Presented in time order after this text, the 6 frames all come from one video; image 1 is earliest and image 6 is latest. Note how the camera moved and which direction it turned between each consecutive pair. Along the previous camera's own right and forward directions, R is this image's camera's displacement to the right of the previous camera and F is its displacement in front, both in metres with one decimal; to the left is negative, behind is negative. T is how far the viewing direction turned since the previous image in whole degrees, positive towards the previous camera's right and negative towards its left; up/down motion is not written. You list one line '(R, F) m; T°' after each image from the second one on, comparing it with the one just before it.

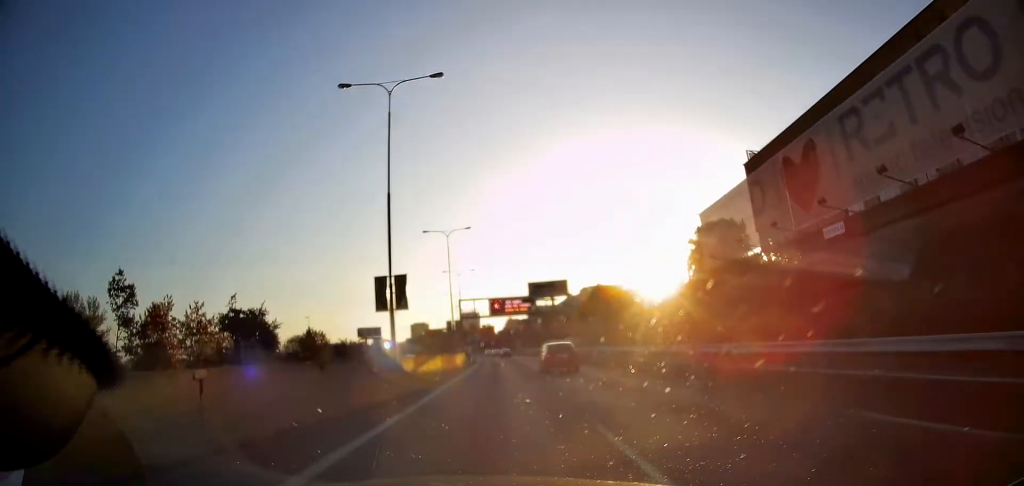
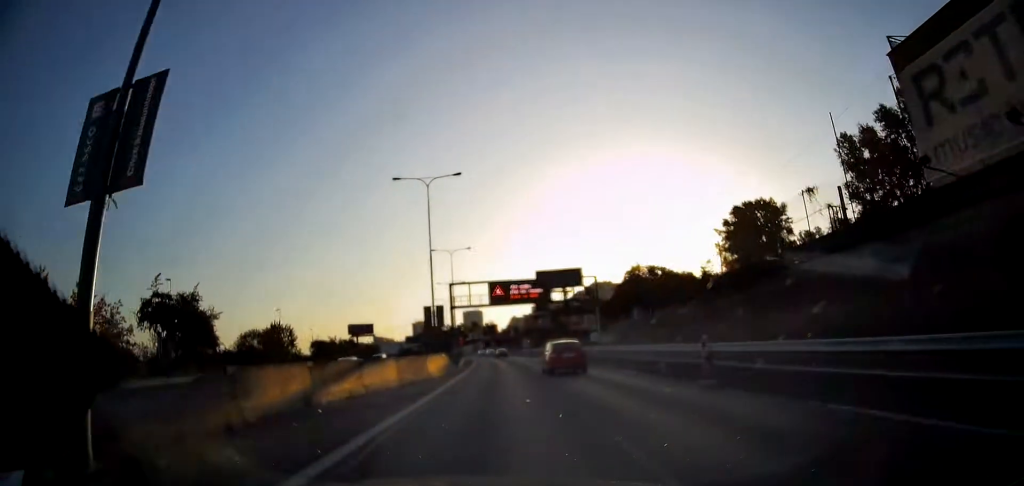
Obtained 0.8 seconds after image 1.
(+0.1, +17.6) m; 0°
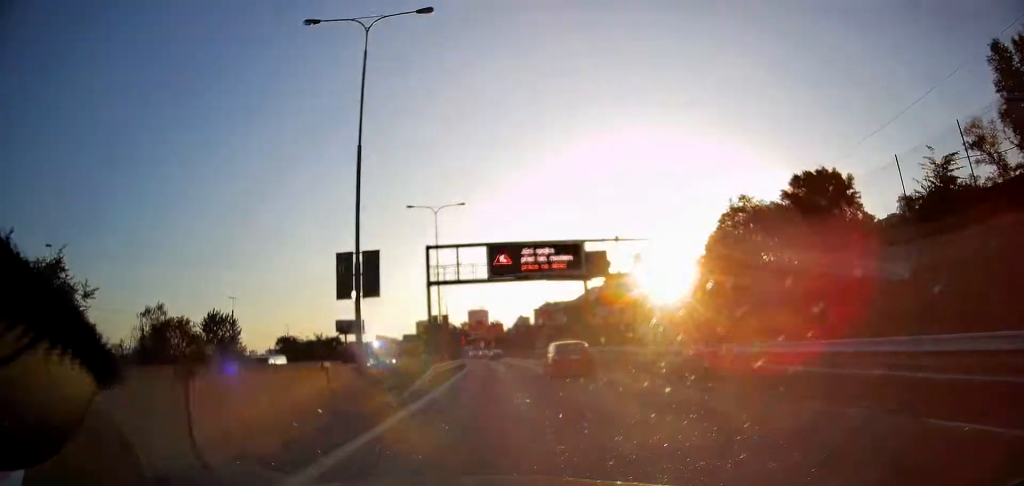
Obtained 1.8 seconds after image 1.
(-0.2, +21.1) m; -1°
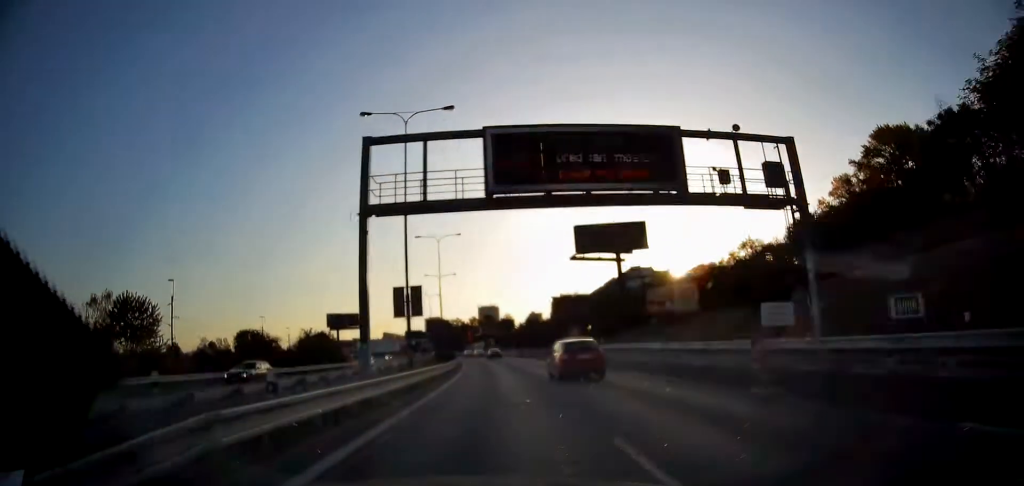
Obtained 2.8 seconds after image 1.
(0.0, +19.5) m; -1°
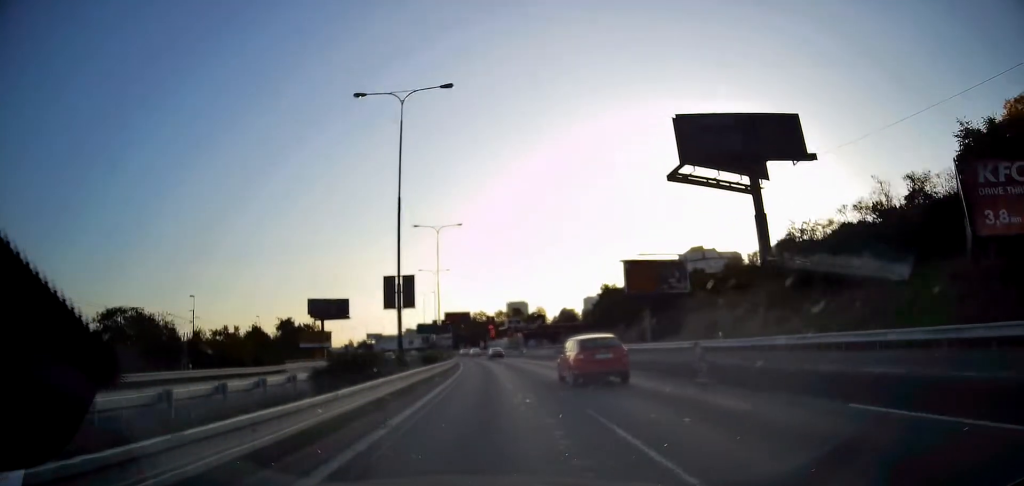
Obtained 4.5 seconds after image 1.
(-1.0, +34.5) m; -3°
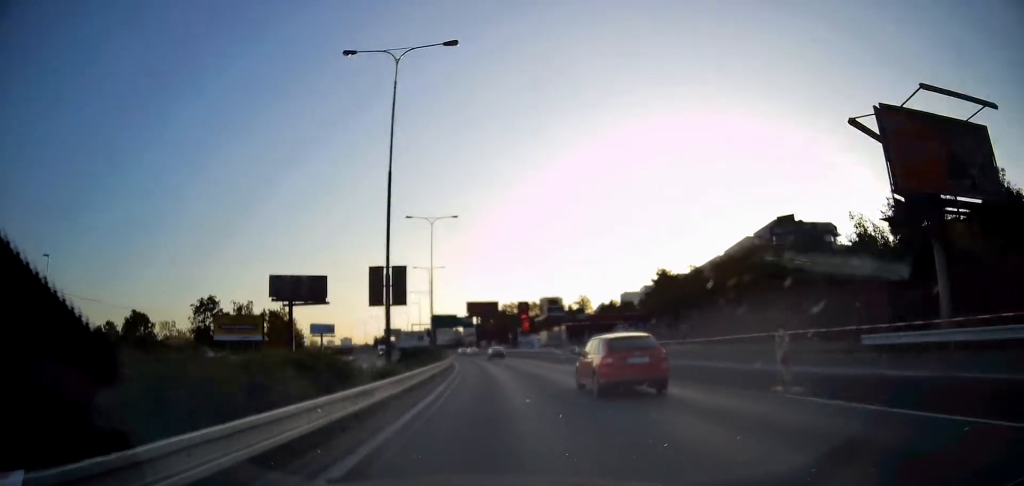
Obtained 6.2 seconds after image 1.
(-0.4, +34.1) m; -1°
